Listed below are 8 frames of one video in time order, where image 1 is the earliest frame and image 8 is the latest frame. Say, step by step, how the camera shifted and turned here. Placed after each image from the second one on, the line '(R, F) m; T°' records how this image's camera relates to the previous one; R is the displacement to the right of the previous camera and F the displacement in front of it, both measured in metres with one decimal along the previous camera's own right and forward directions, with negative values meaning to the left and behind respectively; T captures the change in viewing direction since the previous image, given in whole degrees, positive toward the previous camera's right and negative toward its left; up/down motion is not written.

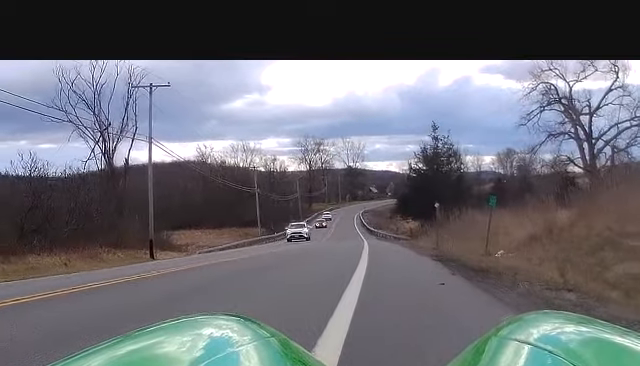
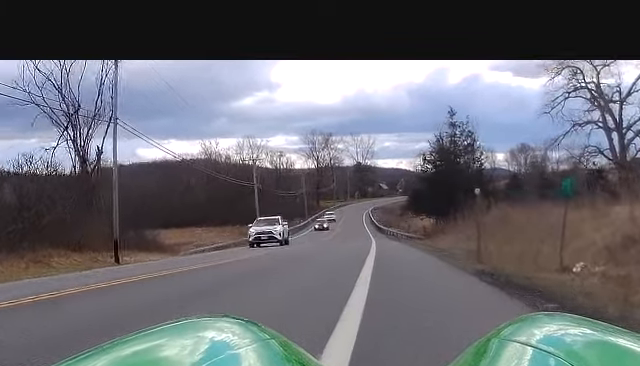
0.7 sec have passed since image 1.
(-0.2, +8.5) m; -1°
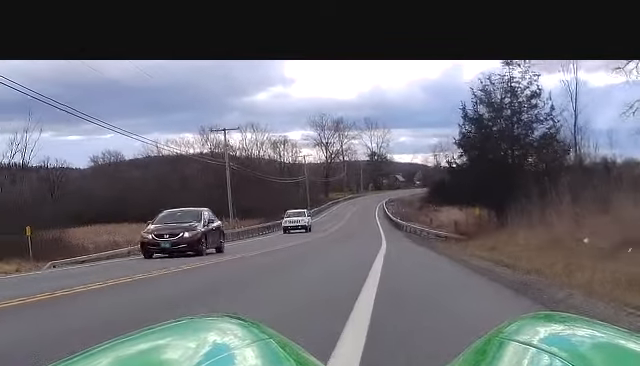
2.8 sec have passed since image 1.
(+0.2, +23.4) m; +1°
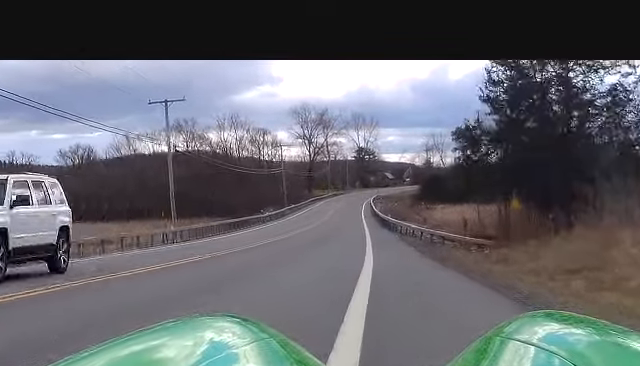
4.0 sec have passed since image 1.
(-0.2, +14.8) m; 0°
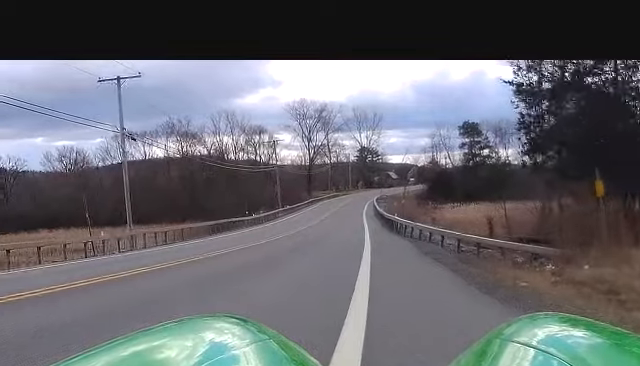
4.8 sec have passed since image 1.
(+0.2, +10.4) m; 0°
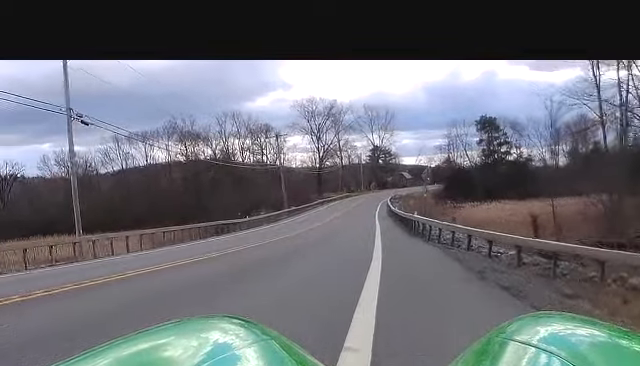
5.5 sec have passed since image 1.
(0.0, +9.2) m; -1°
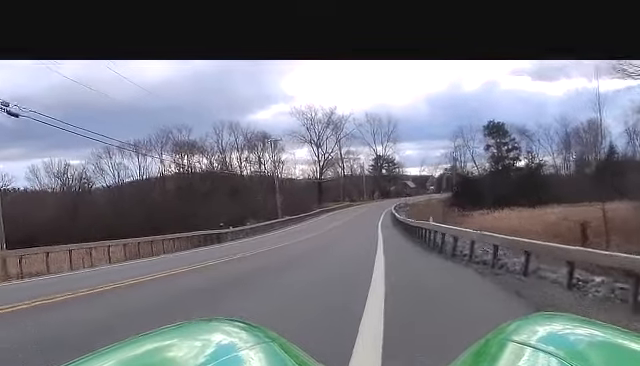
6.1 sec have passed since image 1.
(-0.1, +7.5) m; -1°
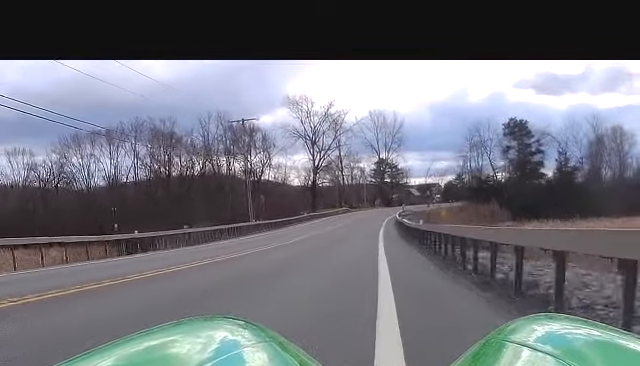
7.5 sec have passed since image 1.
(-0.1, +19.6) m; 0°
